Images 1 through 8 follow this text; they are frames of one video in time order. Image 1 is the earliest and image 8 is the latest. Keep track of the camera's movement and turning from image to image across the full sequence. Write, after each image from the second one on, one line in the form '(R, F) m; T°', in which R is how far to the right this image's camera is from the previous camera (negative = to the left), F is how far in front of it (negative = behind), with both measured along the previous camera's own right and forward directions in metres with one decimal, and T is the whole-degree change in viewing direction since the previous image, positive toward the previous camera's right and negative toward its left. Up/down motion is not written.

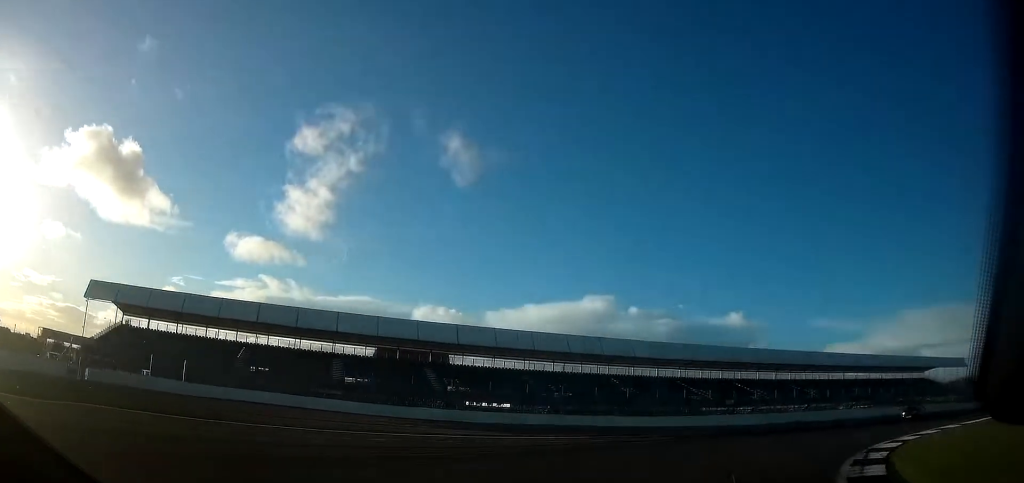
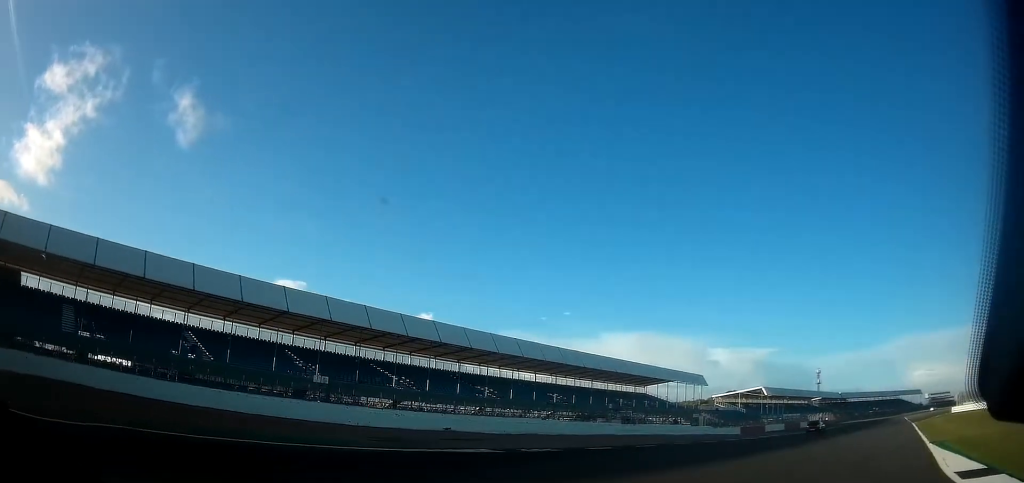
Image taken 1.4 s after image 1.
(+6.0, +38.3) m; +17°
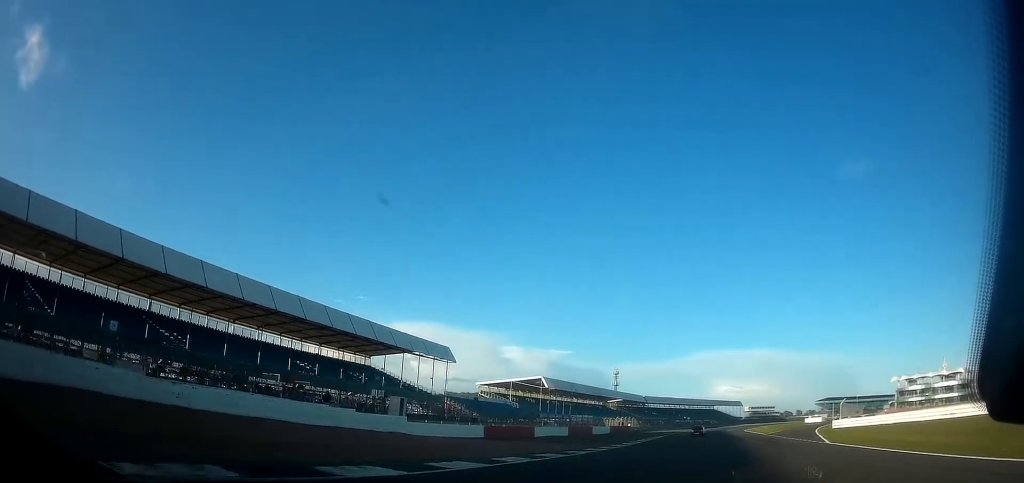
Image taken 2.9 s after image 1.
(+5.9, +50.2) m; +9°
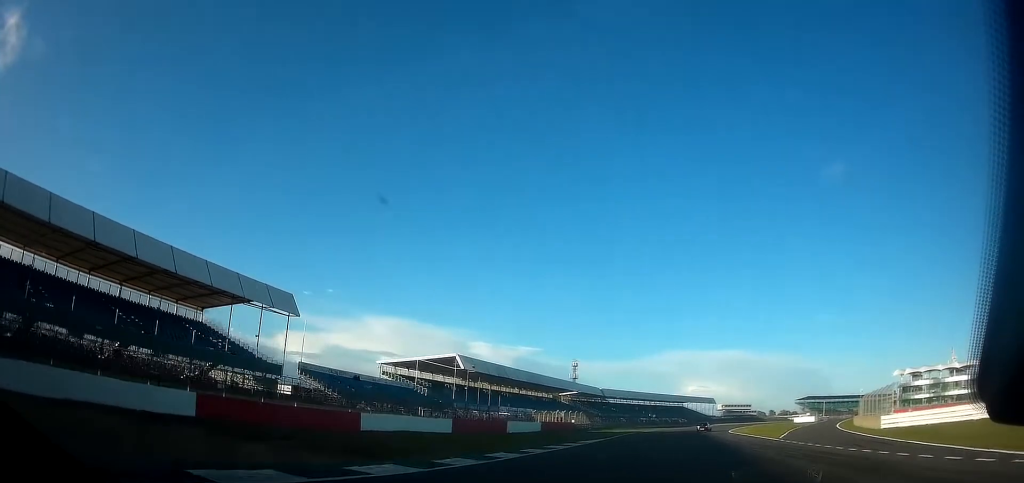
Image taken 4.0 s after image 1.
(+0.8, +40.4) m; +3°
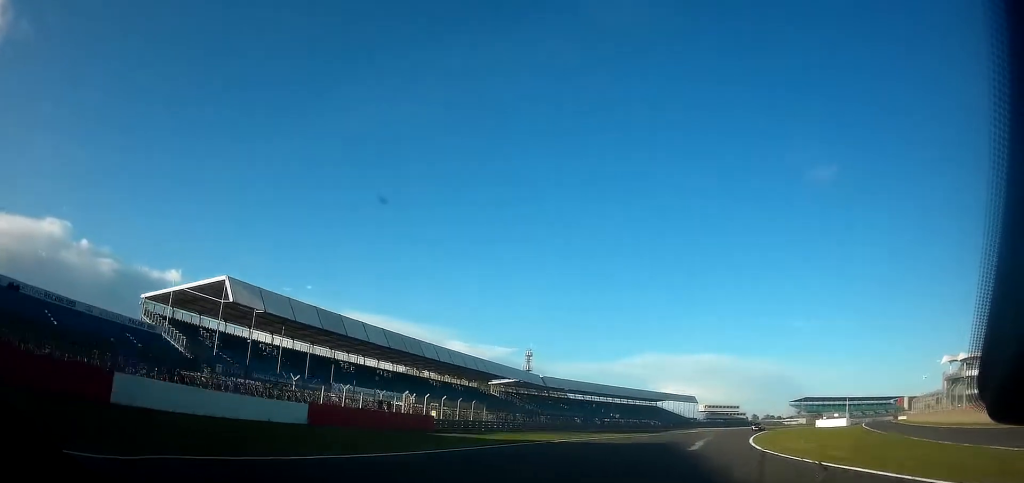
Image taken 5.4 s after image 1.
(+2.2, +56.4) m; +6°
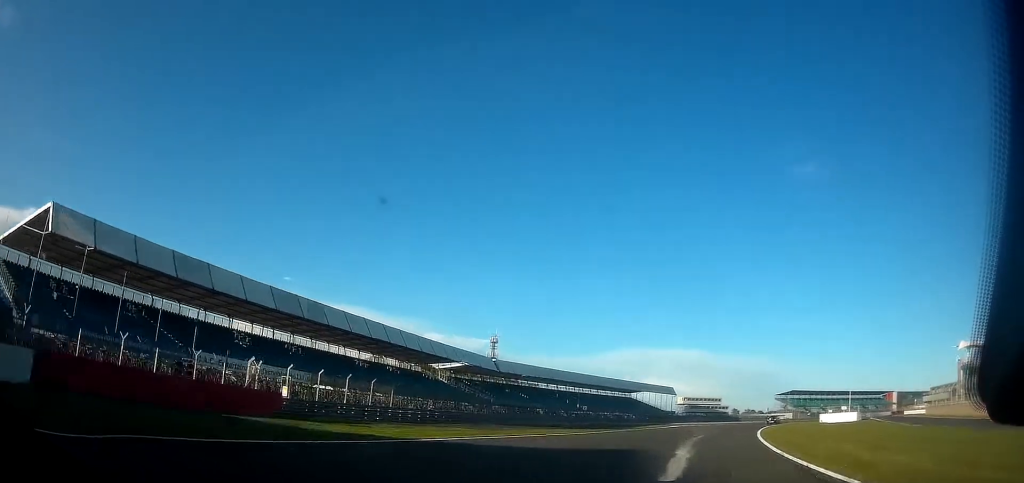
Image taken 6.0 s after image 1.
(+0.7, +21.9) m; +3°
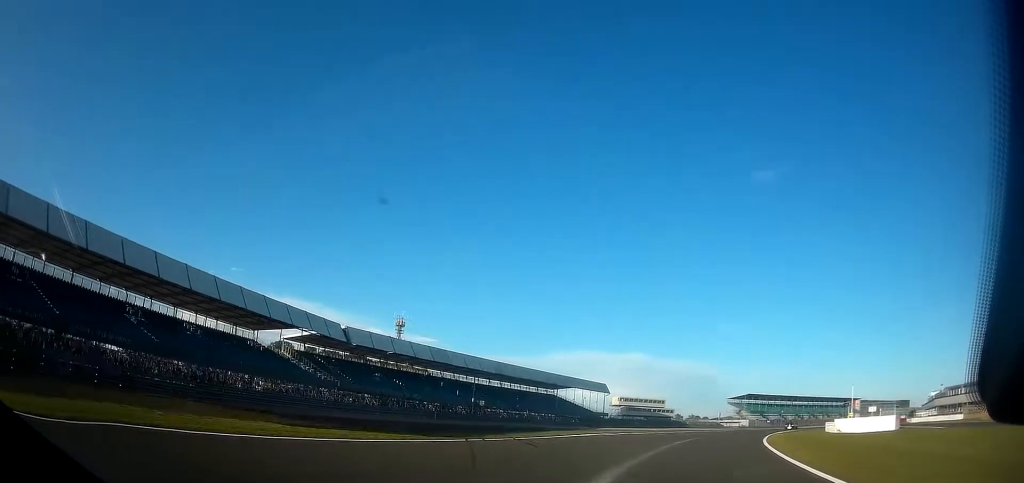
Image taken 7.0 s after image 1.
(+2.1, +39.8) m; +7°
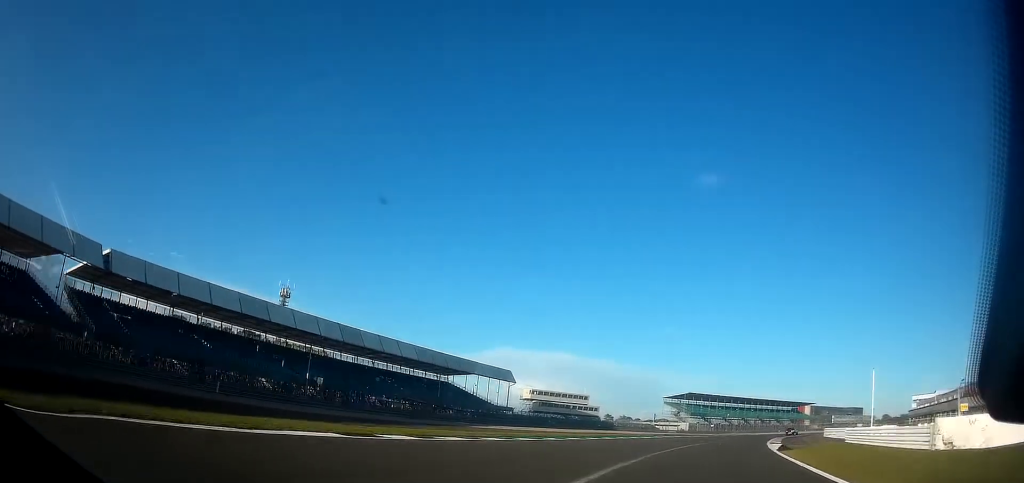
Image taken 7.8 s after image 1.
(+1.9, +34.3) m; +7°
